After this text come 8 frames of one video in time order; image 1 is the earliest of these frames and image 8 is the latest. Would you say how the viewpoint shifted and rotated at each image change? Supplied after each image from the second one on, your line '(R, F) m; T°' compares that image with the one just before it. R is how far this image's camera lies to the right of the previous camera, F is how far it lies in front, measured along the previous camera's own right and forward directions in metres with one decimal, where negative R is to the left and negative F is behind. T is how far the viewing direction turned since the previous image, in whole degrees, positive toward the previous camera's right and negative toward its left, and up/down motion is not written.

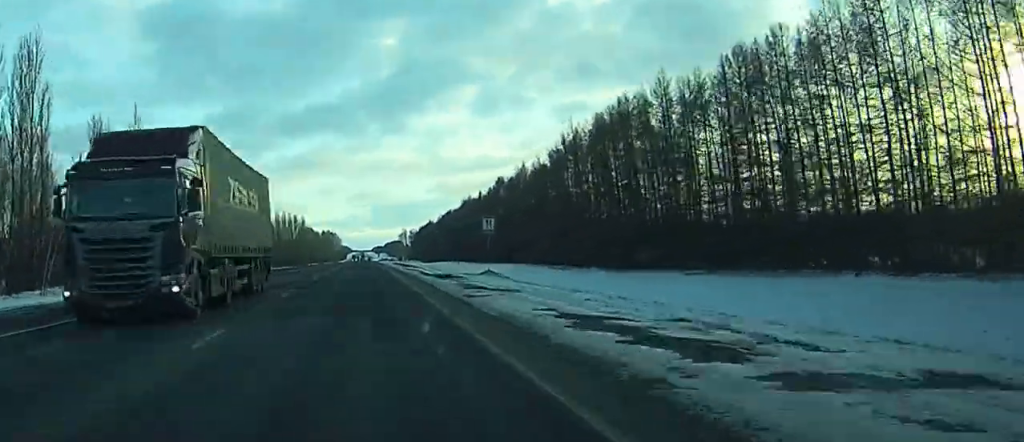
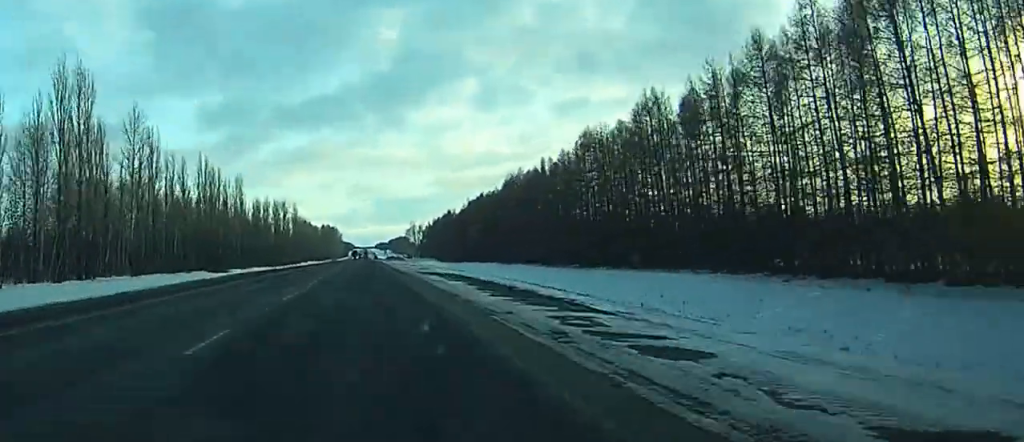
(0.0, +66.9) m; 0°
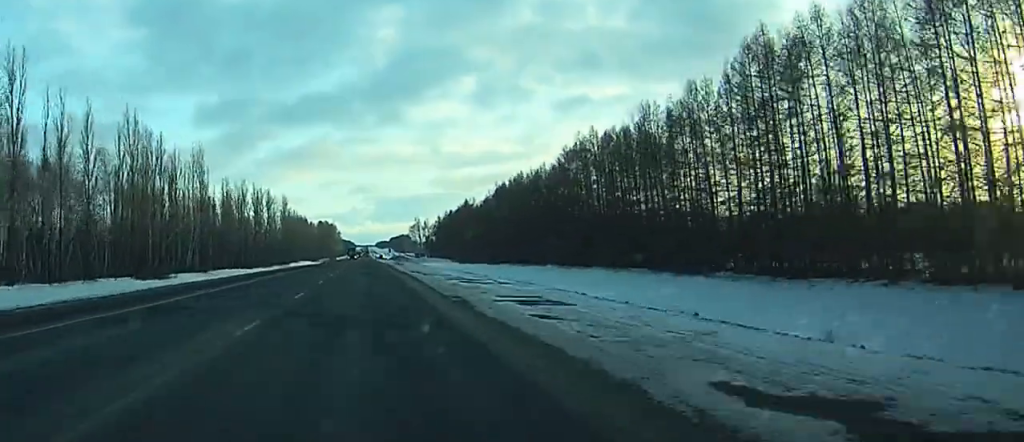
(-0.2, +47.1) m; 0°
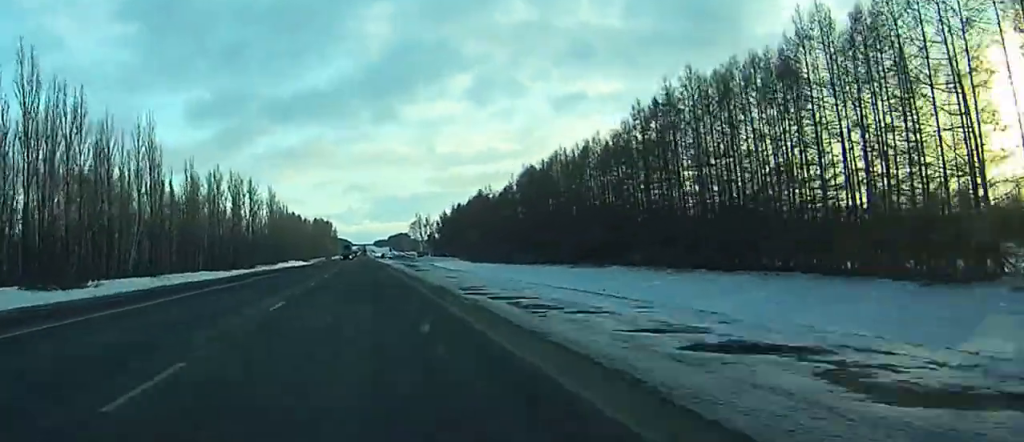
(+0.1, +30.9) m; 0°
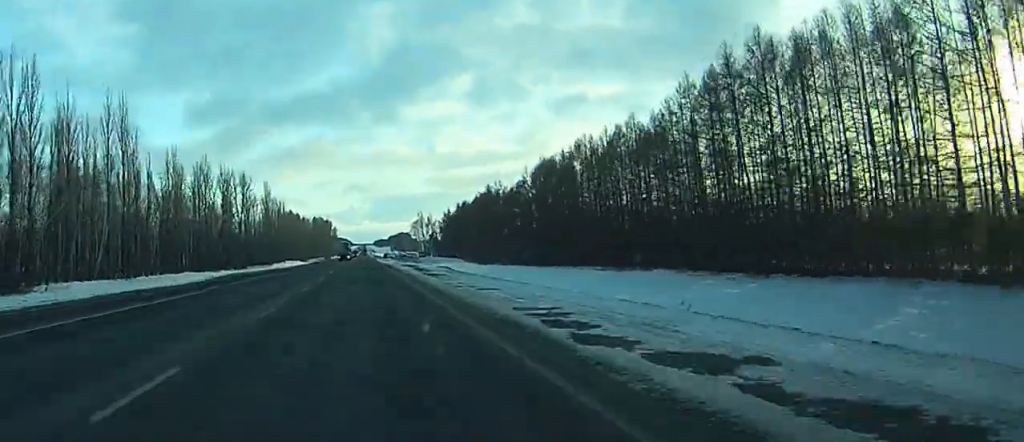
(+0.1, +12.0) m; 0°
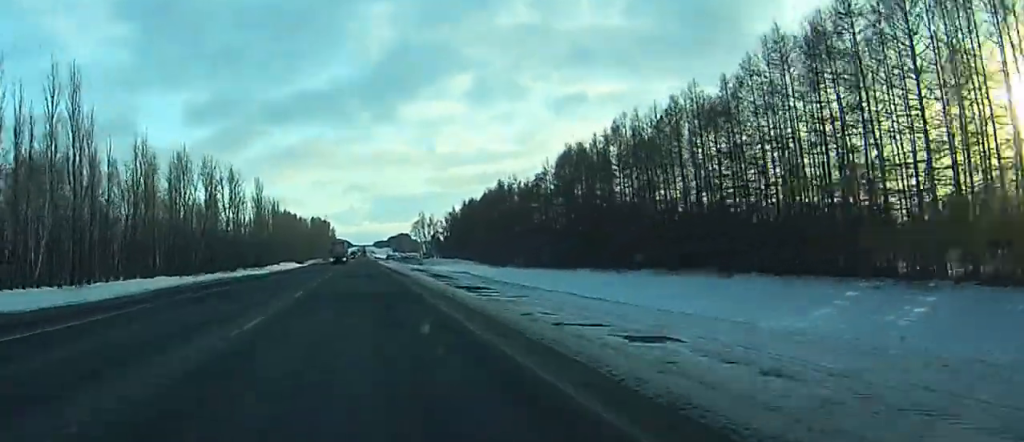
(0.0, +15.7) m; 0°
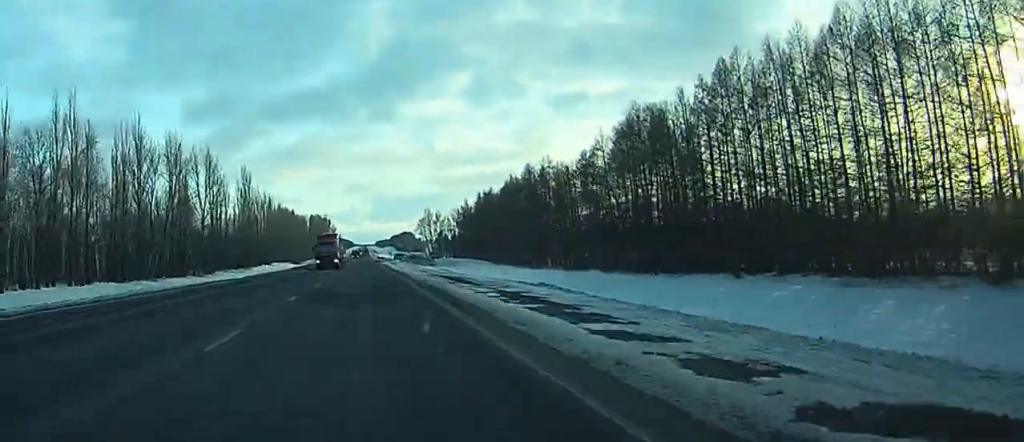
(-0.1, +25.6) m; 0°
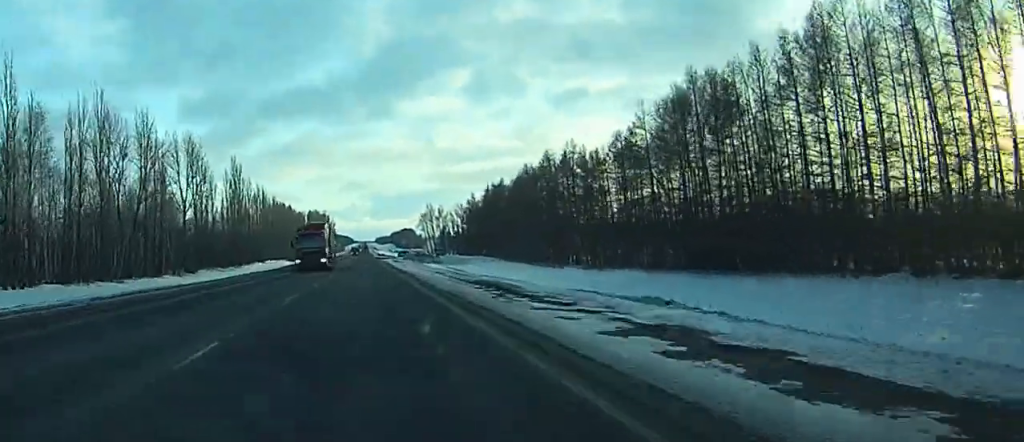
(-0.1, +13.5) m; 0°
